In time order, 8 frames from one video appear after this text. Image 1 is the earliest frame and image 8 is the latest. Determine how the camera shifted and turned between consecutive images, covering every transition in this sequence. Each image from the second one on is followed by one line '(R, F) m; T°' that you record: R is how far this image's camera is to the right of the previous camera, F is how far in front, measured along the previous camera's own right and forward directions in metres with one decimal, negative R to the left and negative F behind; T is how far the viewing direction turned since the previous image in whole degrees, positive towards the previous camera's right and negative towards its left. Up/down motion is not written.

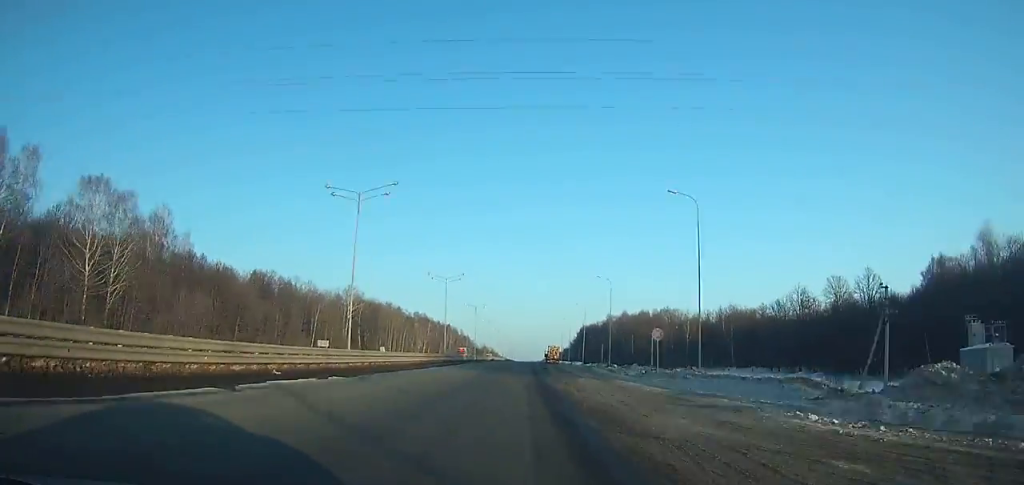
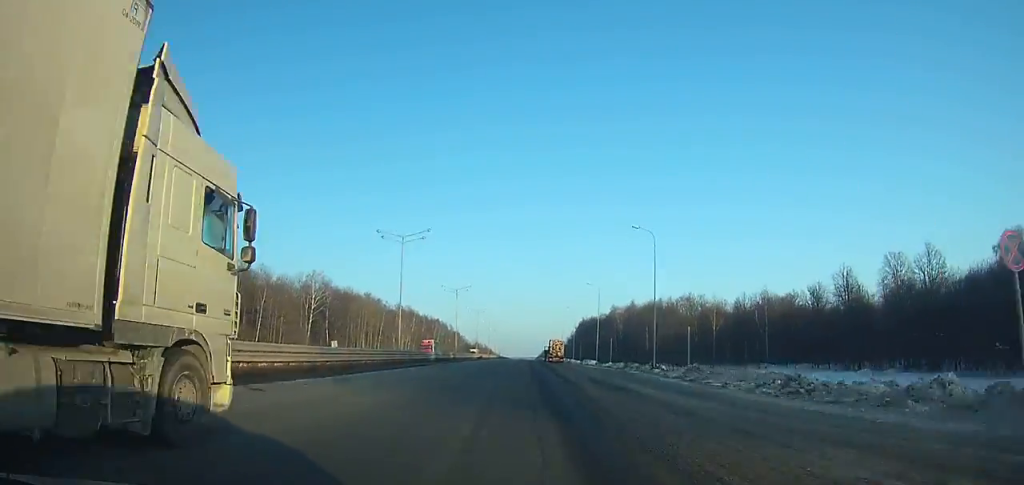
(0.0, +28.6) m; 0°
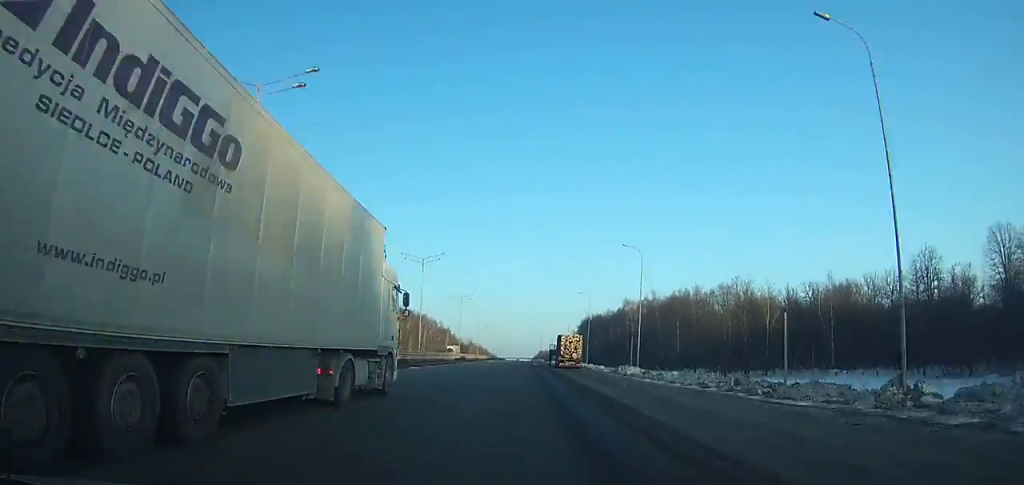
(+0.1, +33.1) m; 0°
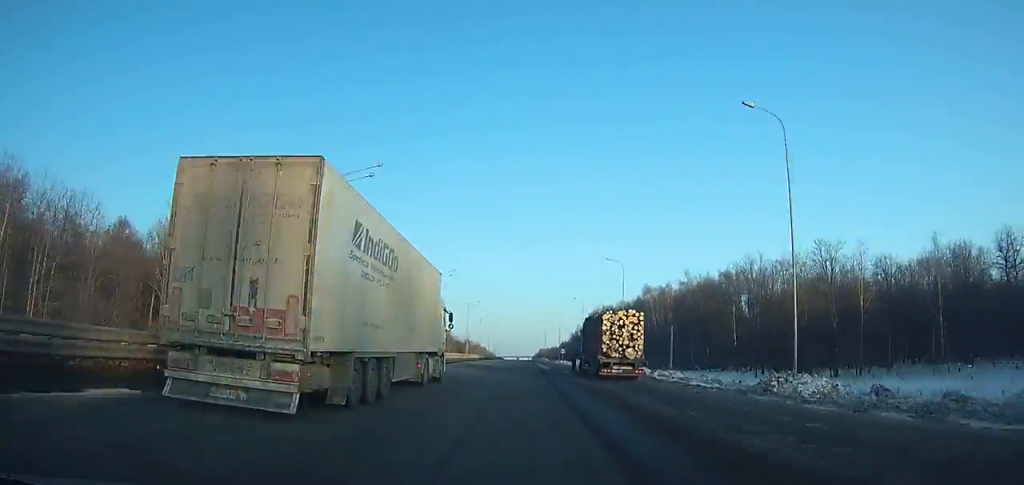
(+0.1, +31.9) m; 0°
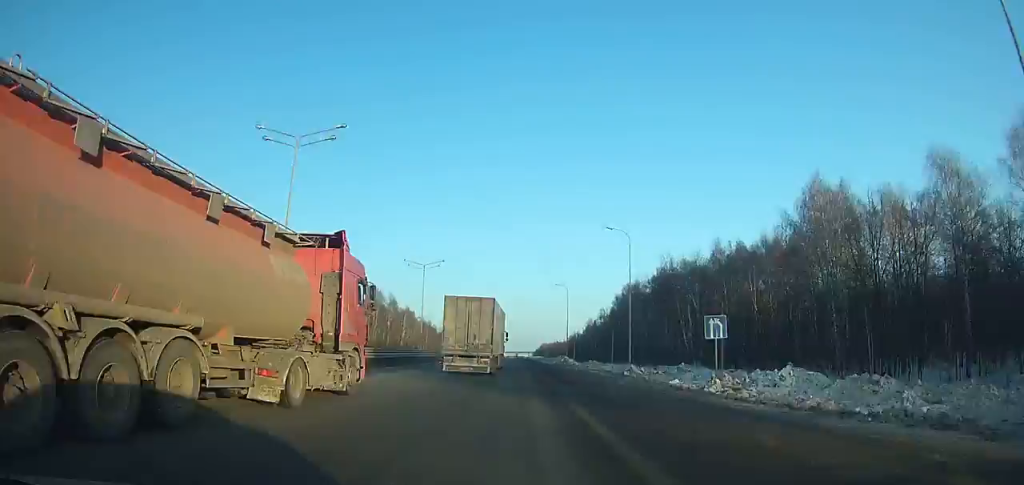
(-0.2, +98.9) m; -1°
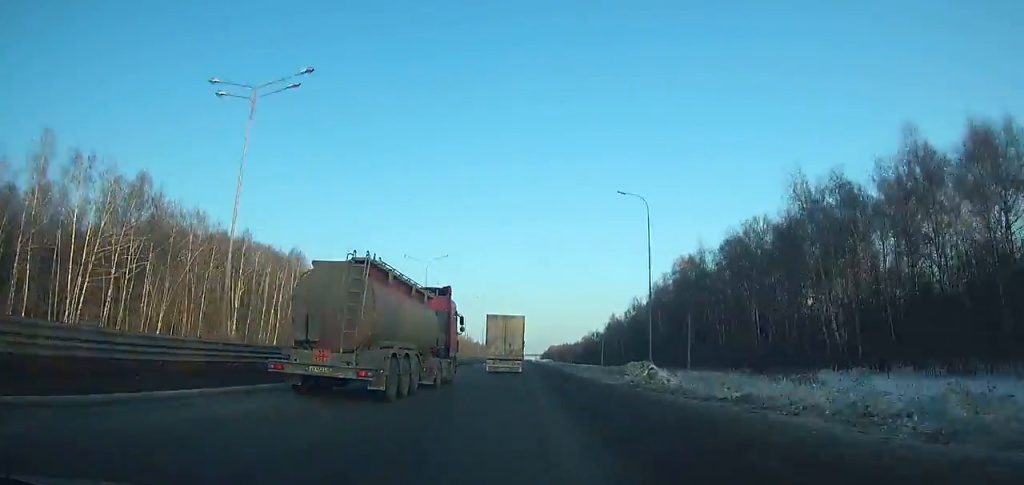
(-0.3, +53.5) m; 0°
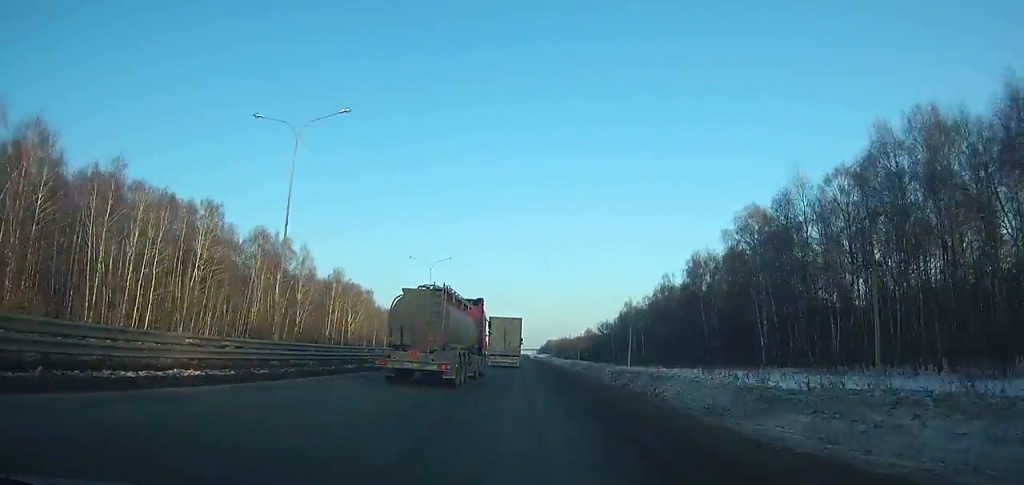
(+0.2, +41.6) m; 0°
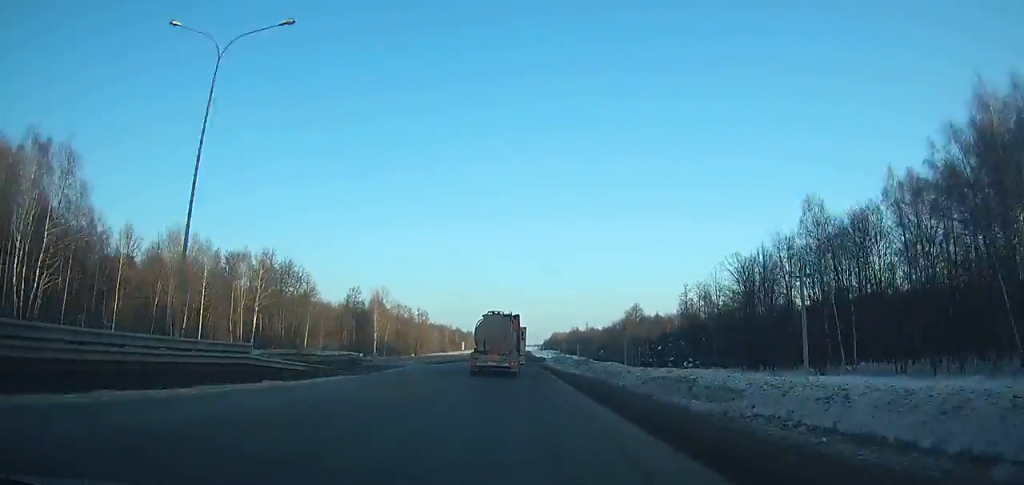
(+0.1, +146.7) m; 0°
